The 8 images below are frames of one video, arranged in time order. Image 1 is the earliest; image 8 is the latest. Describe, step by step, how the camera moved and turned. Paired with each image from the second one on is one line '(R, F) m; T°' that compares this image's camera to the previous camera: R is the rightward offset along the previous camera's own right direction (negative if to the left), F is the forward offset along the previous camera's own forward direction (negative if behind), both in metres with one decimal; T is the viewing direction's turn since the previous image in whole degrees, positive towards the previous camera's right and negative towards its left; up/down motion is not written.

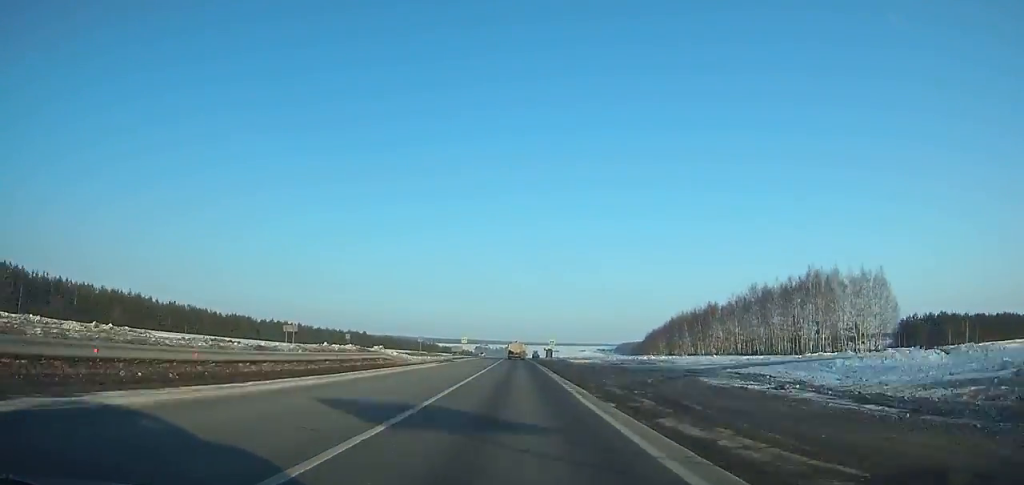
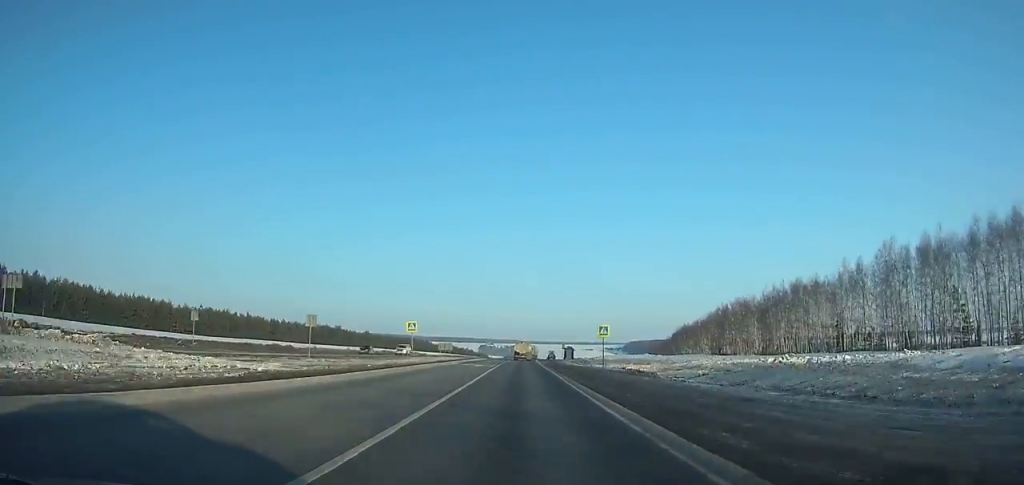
(-0.2, +57.1) m; 0°
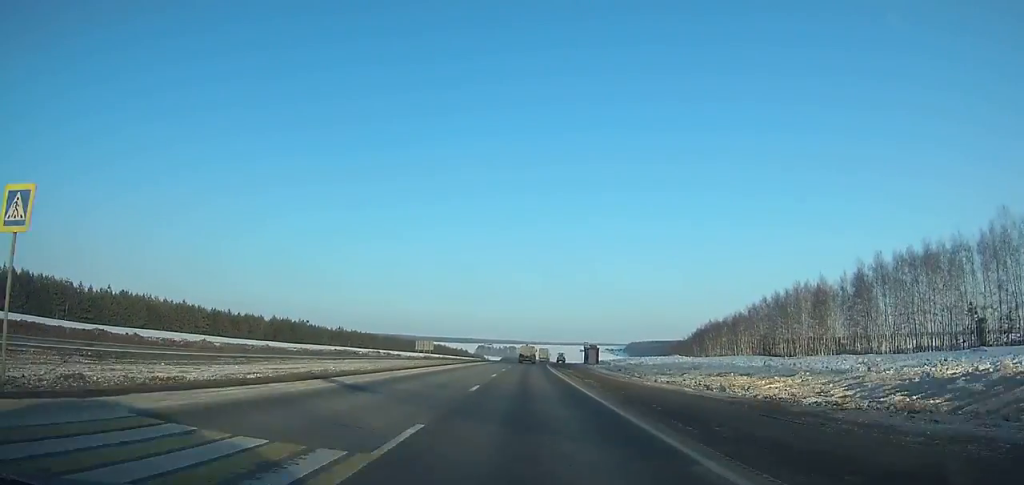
(0.0, +42.7) m; +1°
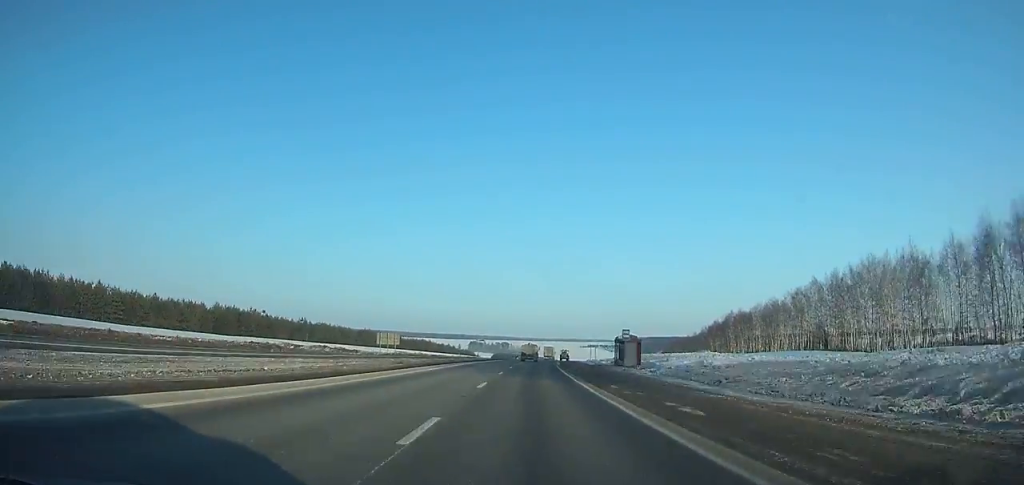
(0.0, +35.6) m; +1°
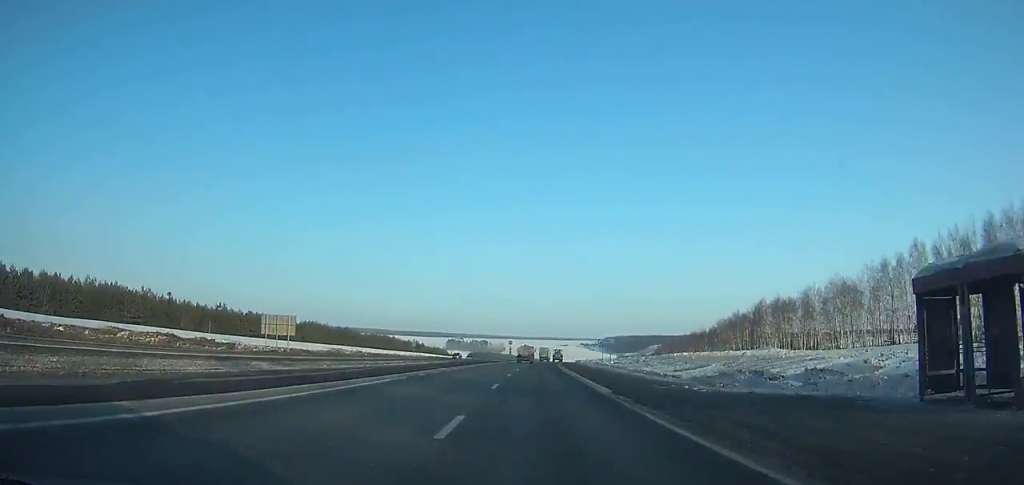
(+0.9, +48.0) m; +2°
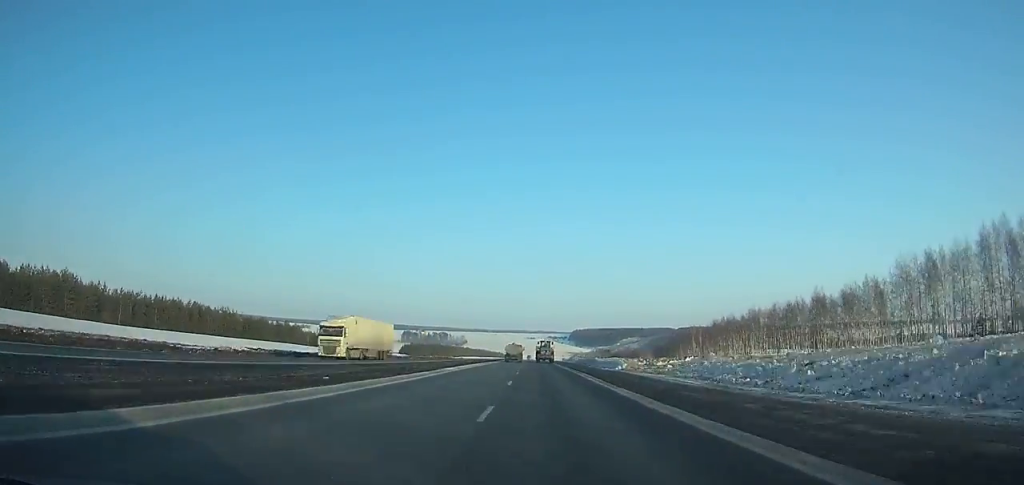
(+4.1, +143.8) m; +2°
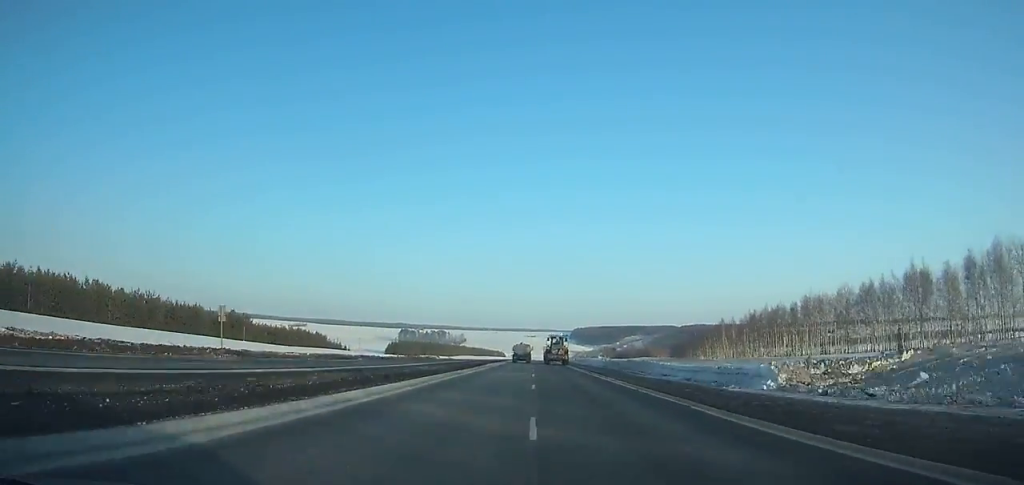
(-0.3, +38.4) m; 0°
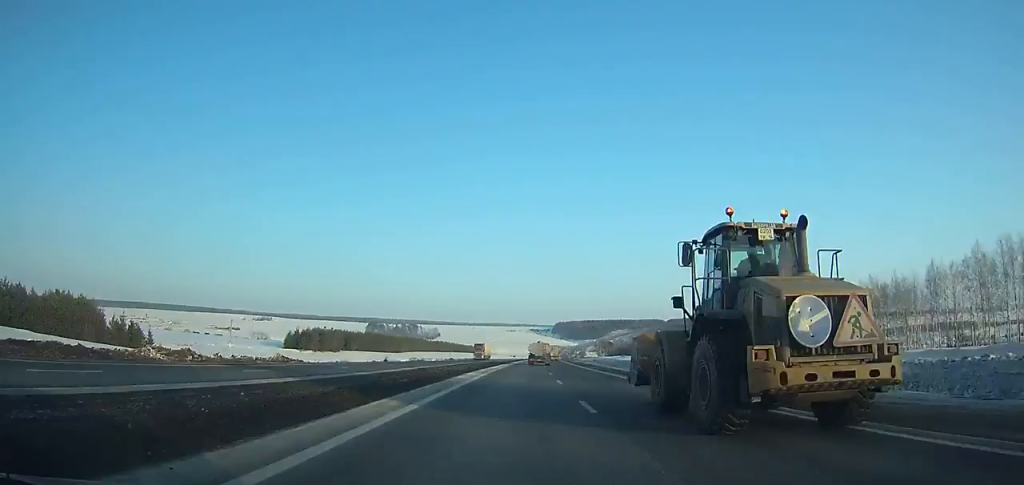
(+2.5, +119.3) m; +2°
